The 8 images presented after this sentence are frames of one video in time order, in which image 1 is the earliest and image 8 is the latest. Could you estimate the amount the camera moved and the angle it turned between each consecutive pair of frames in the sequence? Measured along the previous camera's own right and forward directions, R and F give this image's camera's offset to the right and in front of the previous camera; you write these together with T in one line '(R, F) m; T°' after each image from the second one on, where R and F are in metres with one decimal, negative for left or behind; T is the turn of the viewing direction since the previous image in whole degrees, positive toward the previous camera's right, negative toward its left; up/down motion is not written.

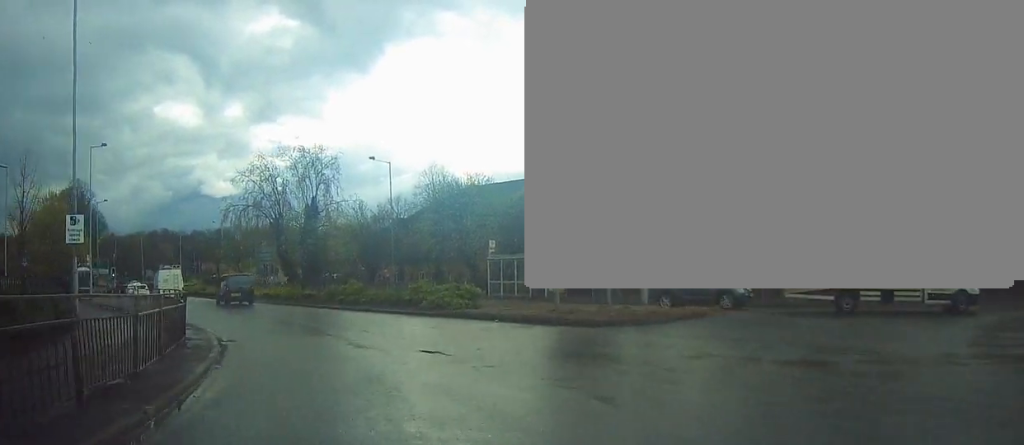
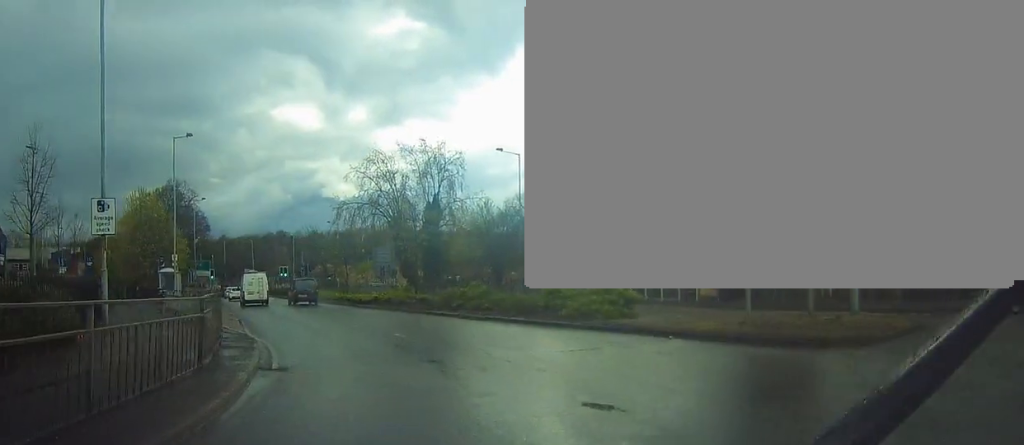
(-0.4, +4.9) m; -9°
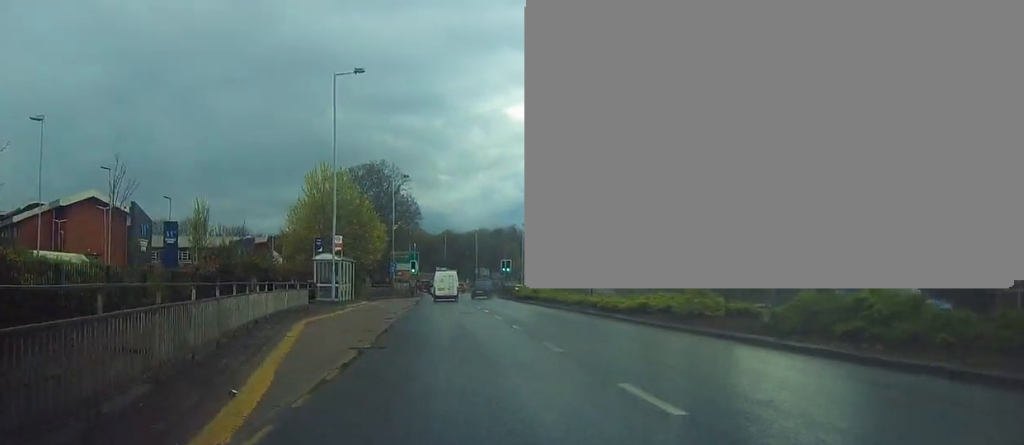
(-2.1, +14.6) m; -17°
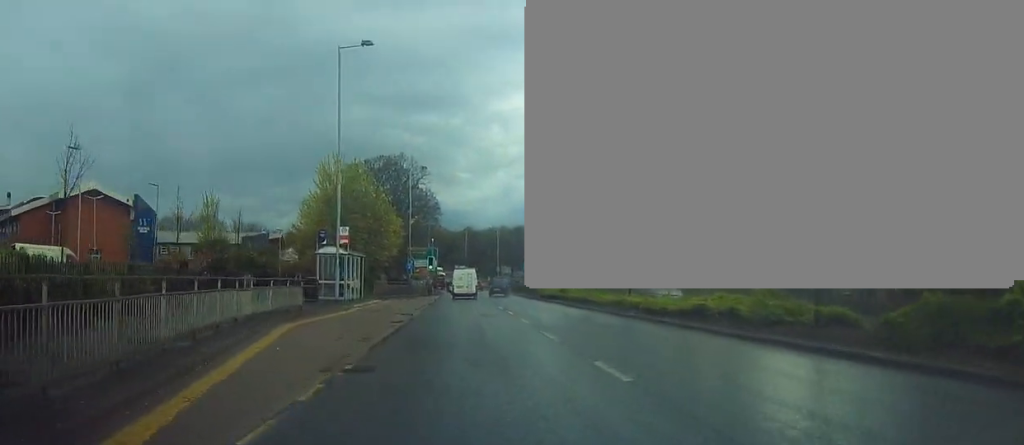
(-0.4, +4.1) m; -2°
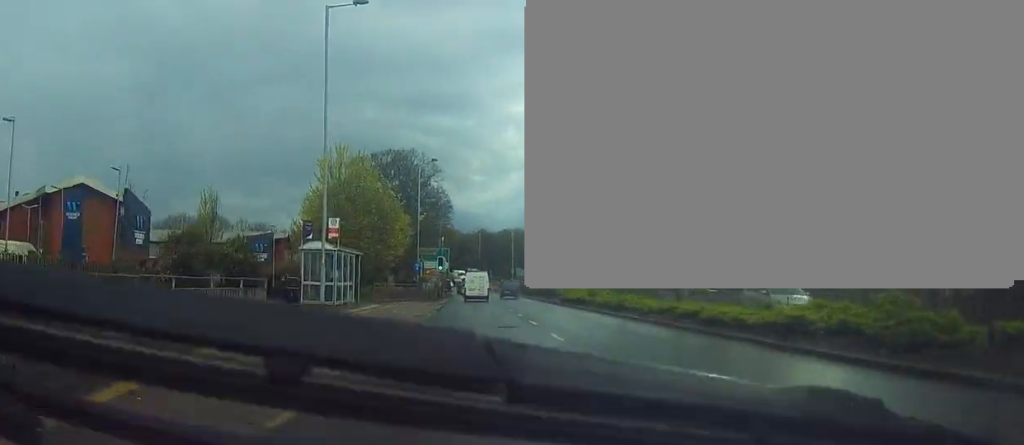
(-0.2, +5.4) m; -2°
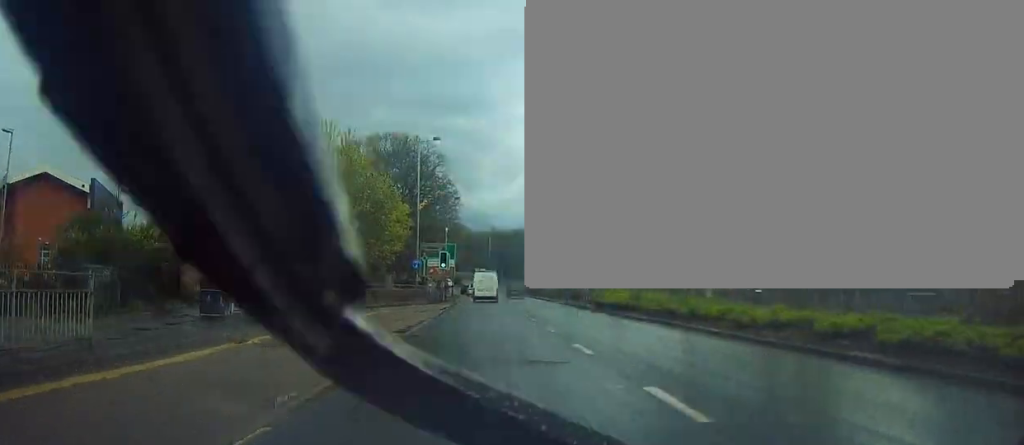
(+0.2, +8.9) m; -1°
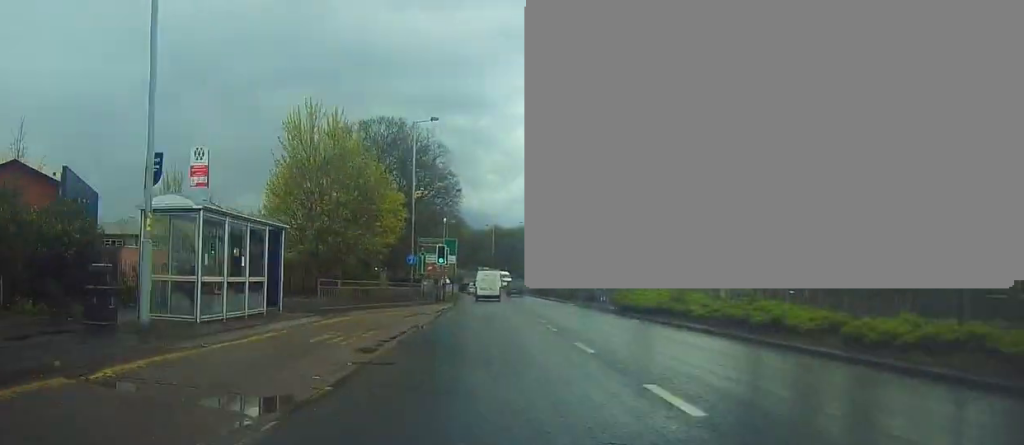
(-0.2, +5.7) m; 0°
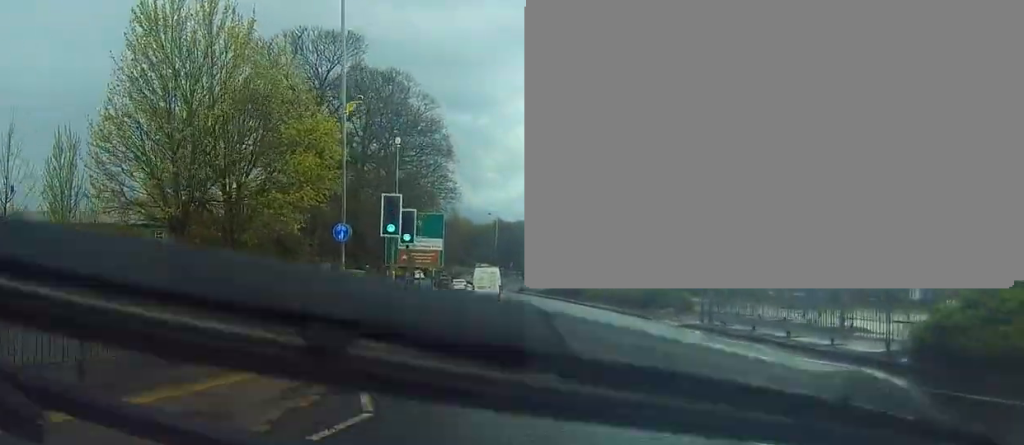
(+0.2, +22.1) m; -1°
